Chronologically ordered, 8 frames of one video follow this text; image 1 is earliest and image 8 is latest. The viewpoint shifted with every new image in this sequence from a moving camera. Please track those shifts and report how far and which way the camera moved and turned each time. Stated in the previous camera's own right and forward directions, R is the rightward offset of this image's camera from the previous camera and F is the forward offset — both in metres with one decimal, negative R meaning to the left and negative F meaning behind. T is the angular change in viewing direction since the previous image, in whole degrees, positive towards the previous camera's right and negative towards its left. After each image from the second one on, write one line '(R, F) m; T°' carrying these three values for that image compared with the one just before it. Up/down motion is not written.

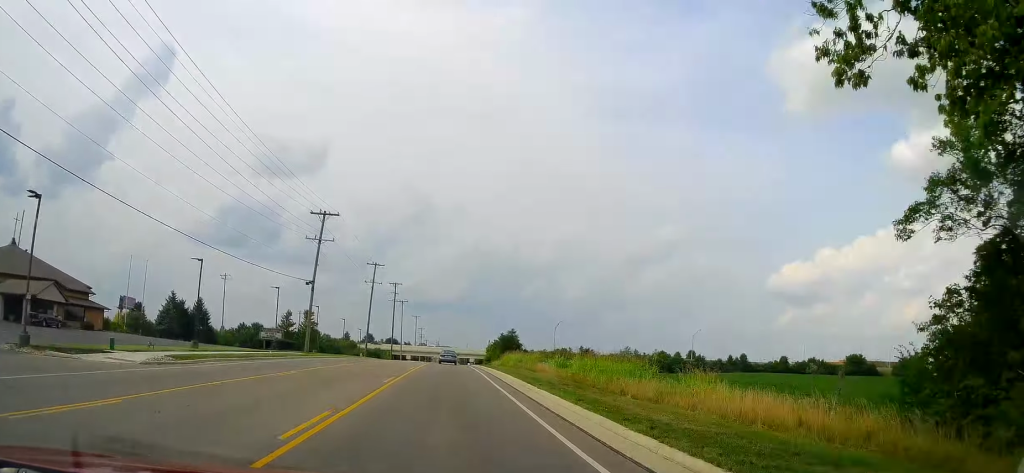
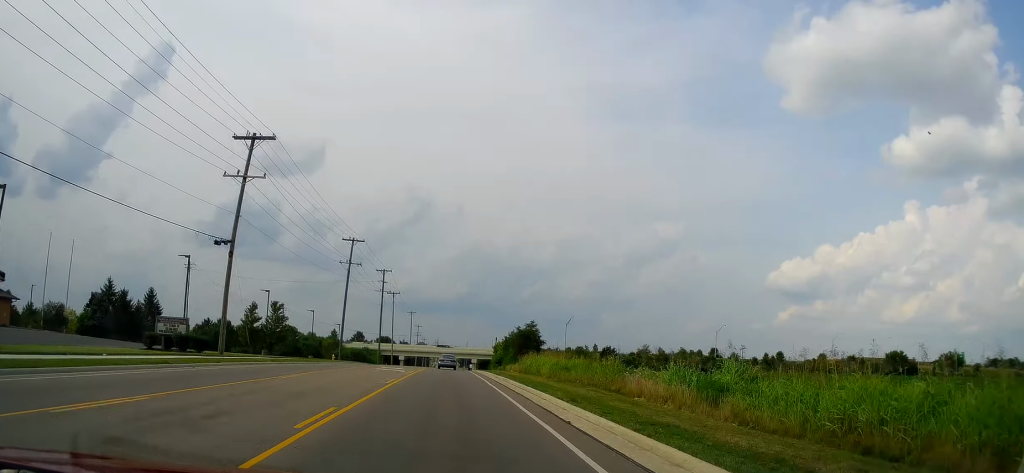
(0.0, +23.5) m; 0°
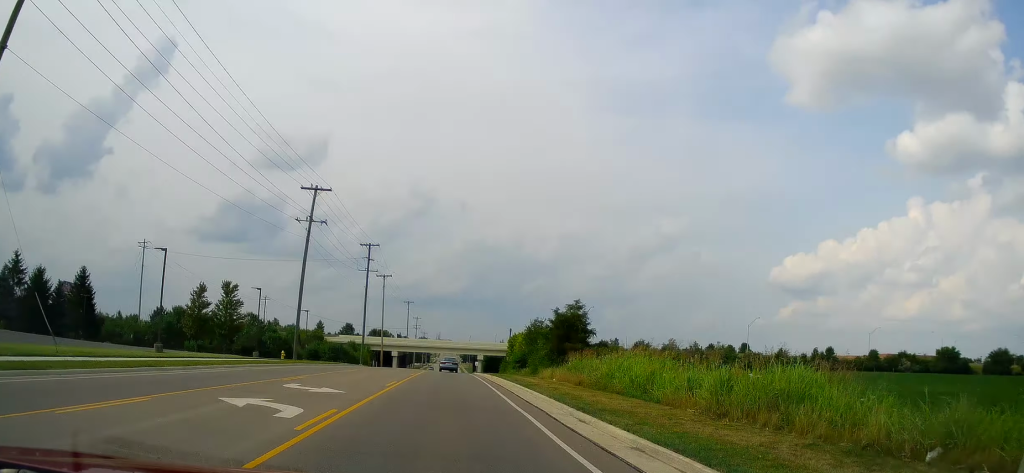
(-0.2, +23.9) m; -2°
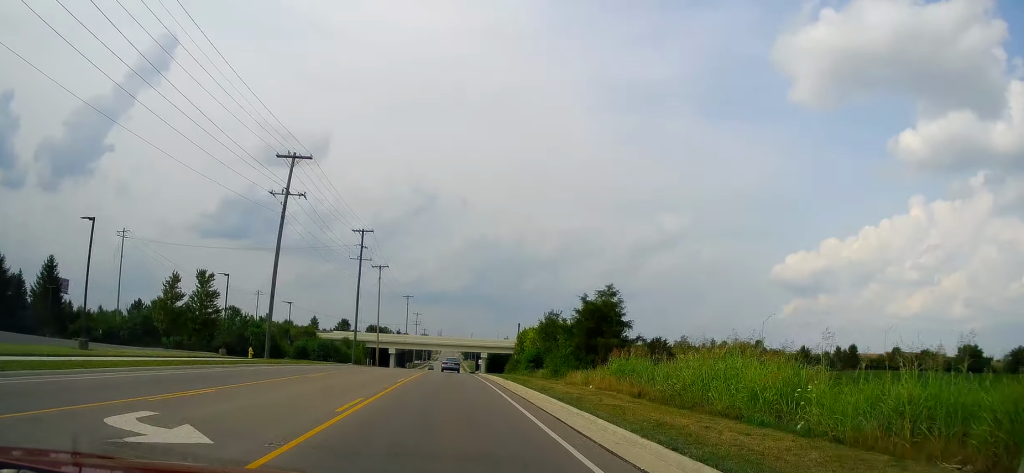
(-0.2, +9.1) m; 0°
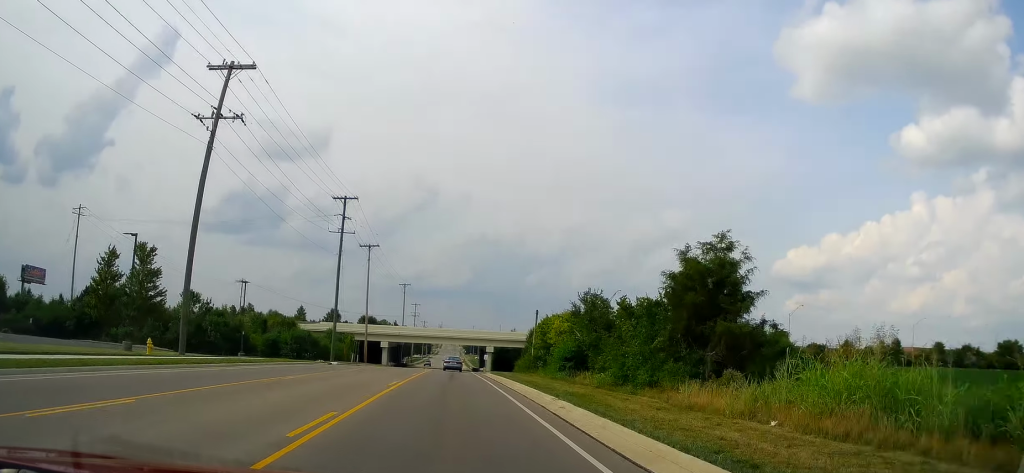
(0.0, +15.8) m; +1°
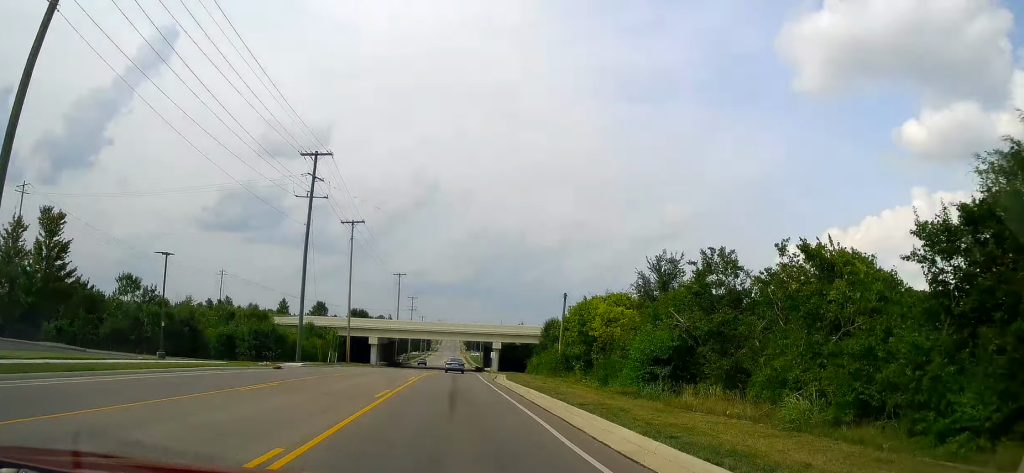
(+0.4, +15.9) m; 0°
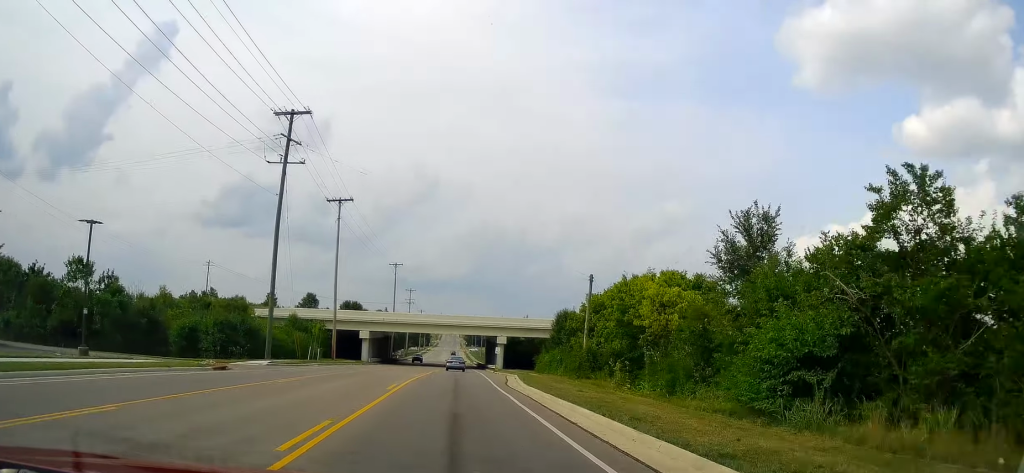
(-0.4, +9.1) m; 0°
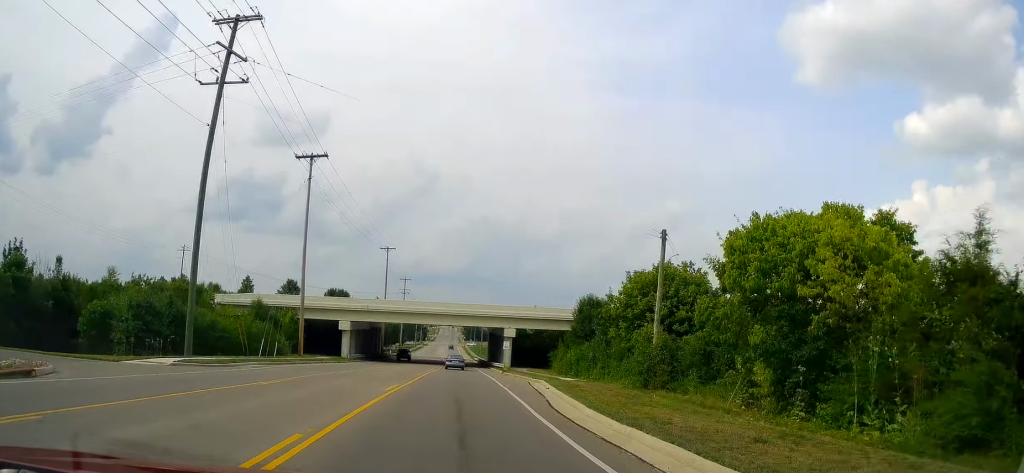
(+0.1, +14.0) m; +1°
